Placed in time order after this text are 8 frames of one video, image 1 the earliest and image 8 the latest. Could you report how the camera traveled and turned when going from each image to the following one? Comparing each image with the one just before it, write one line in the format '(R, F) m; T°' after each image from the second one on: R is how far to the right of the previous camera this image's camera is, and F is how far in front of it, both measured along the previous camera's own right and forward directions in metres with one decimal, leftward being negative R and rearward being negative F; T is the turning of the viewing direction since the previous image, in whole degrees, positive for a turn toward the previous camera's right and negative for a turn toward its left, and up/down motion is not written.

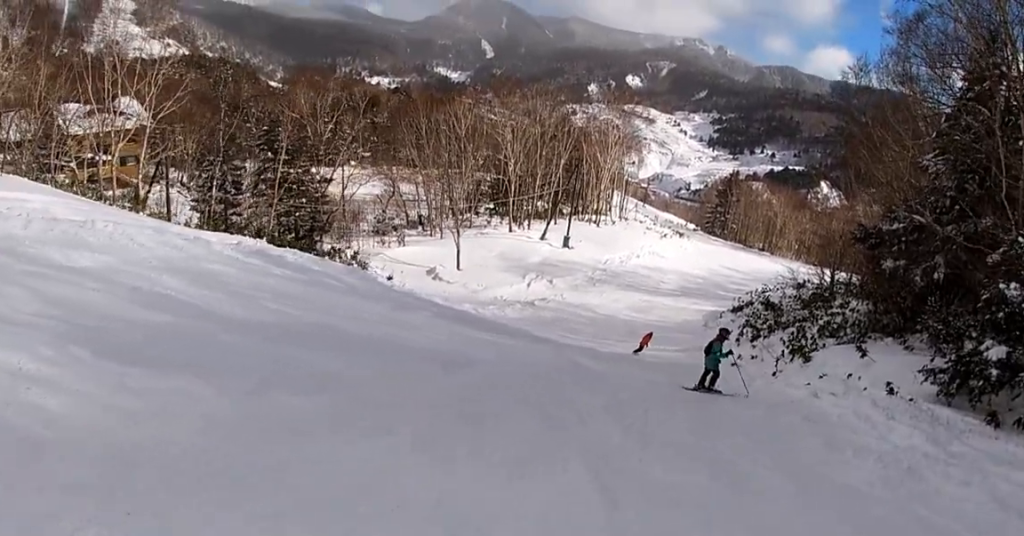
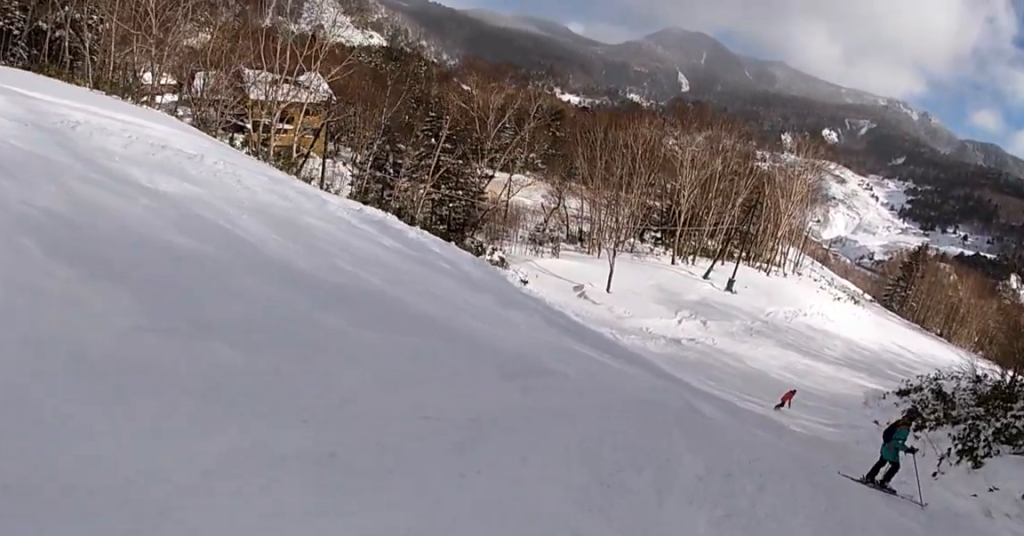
(-0.7, +1.6) m; -27°
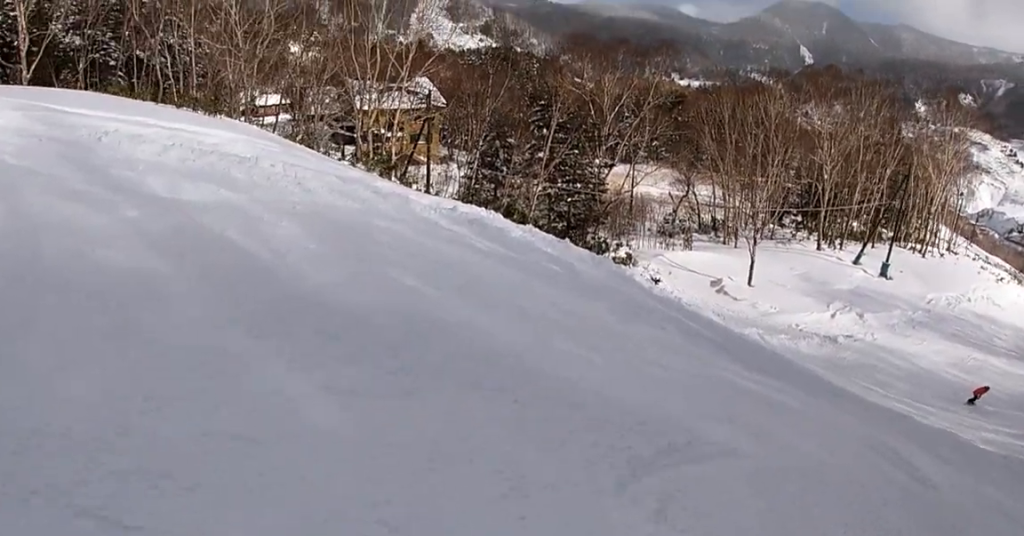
(-0.2, +2.7) m; -4°
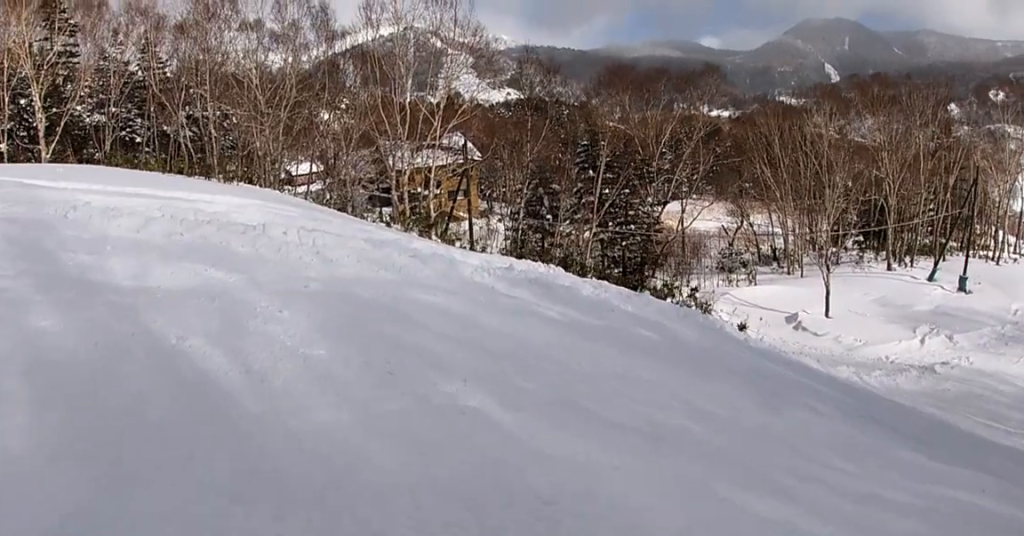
(0.0, +2.8) m; +1°
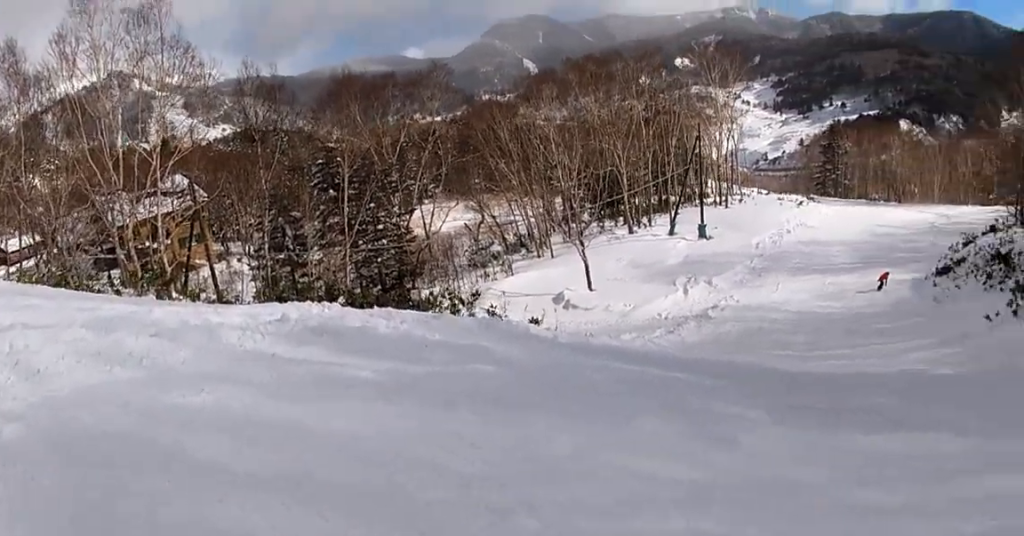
(+0.1, +2.8) m; +20°
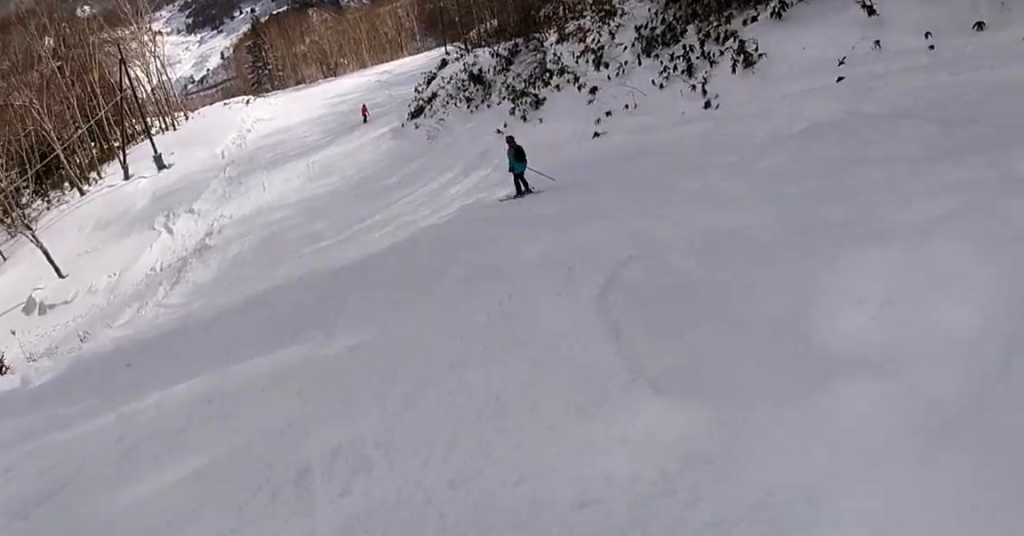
(+3.0, +5.0) m; +53°
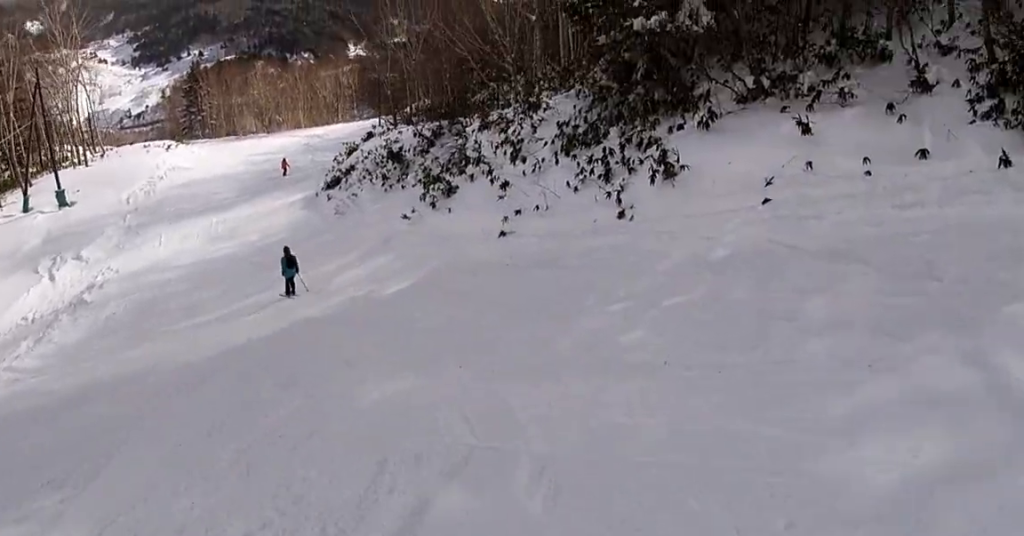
(+1.0, +3.7) m; -4°
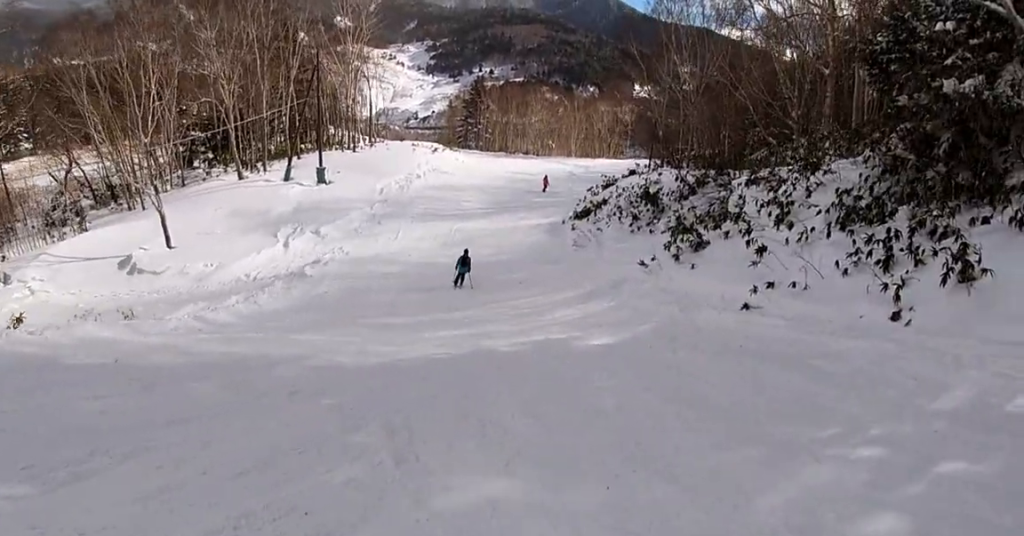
(-0.8, +3.6) m; -10°
